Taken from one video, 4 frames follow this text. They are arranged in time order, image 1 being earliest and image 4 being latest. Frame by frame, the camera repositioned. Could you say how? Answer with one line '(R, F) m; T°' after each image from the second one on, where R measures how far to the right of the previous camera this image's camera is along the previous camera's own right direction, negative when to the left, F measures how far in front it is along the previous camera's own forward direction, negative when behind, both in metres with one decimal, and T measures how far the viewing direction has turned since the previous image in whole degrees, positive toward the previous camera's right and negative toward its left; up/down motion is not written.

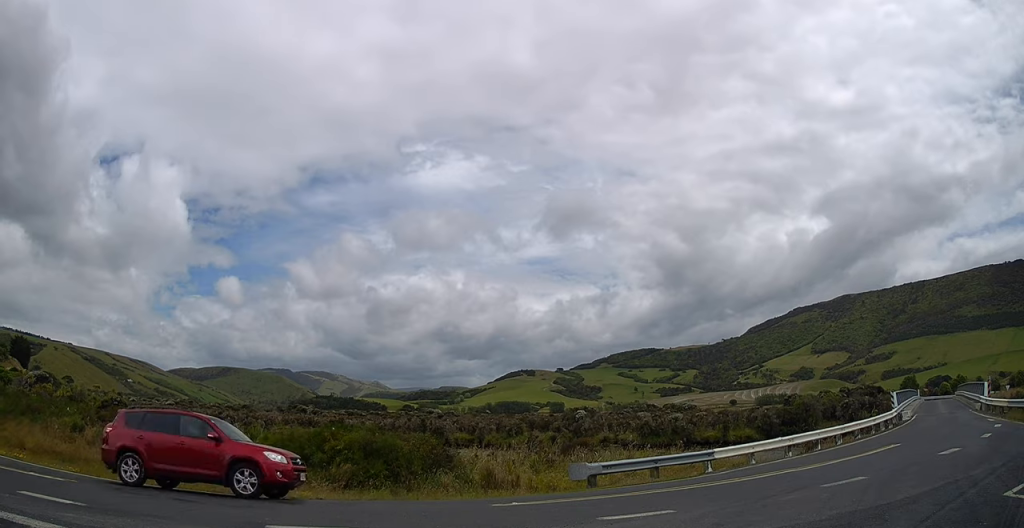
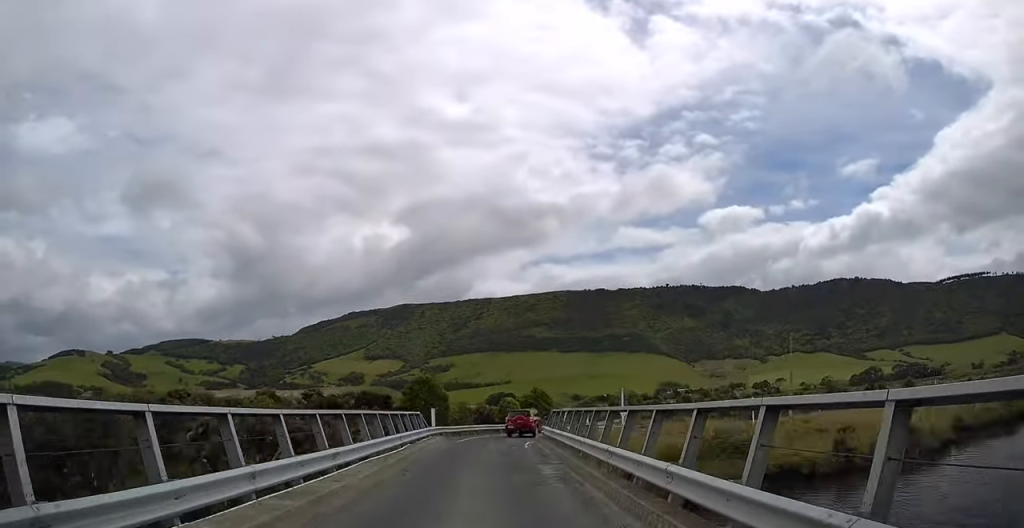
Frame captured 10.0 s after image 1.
(+12.0, +57.2) m; +17°
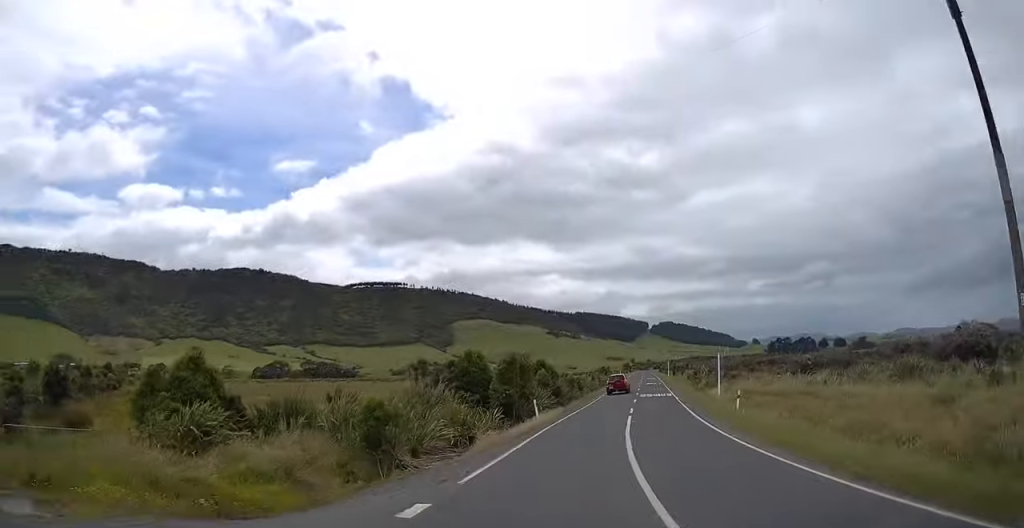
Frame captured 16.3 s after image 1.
(+21.1, +56.6) m; +42°
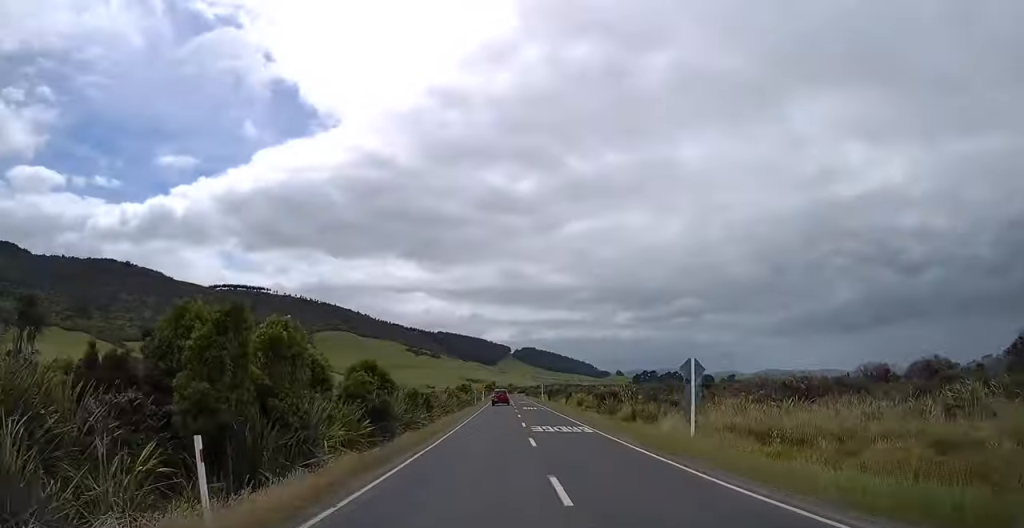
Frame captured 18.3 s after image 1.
(+2.9, +23.1) m; +10°
